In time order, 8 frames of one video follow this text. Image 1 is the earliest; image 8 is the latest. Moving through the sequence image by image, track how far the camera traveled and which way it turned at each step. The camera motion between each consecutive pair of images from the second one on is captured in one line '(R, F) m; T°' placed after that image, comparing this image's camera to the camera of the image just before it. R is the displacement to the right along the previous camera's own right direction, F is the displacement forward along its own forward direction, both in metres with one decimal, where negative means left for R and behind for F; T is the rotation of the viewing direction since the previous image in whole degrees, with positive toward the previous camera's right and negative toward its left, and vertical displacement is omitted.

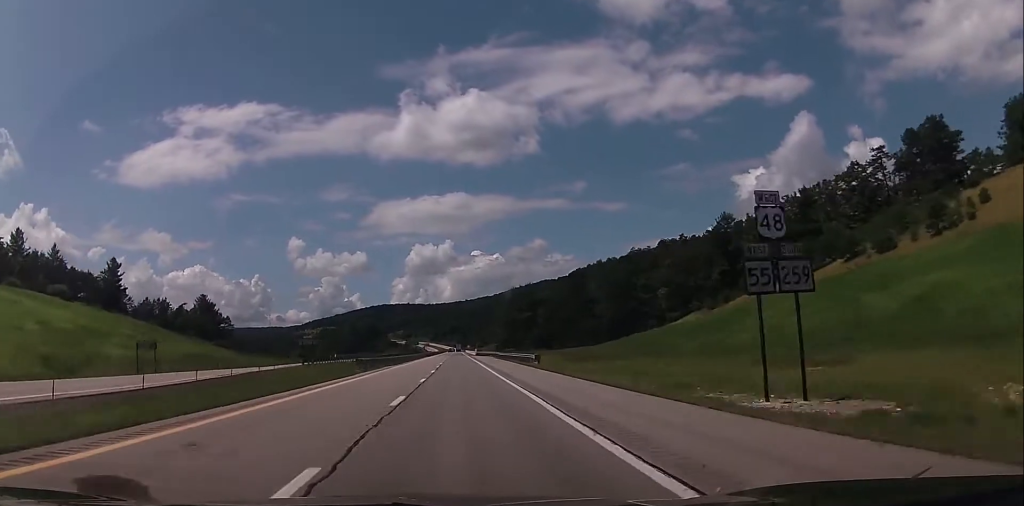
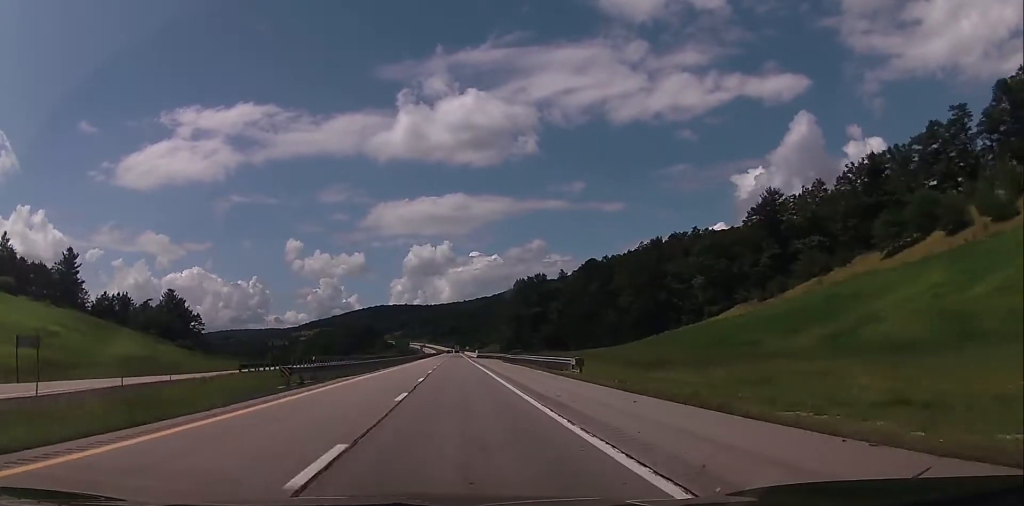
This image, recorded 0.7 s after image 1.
(0.0, +22.2) m; 0°
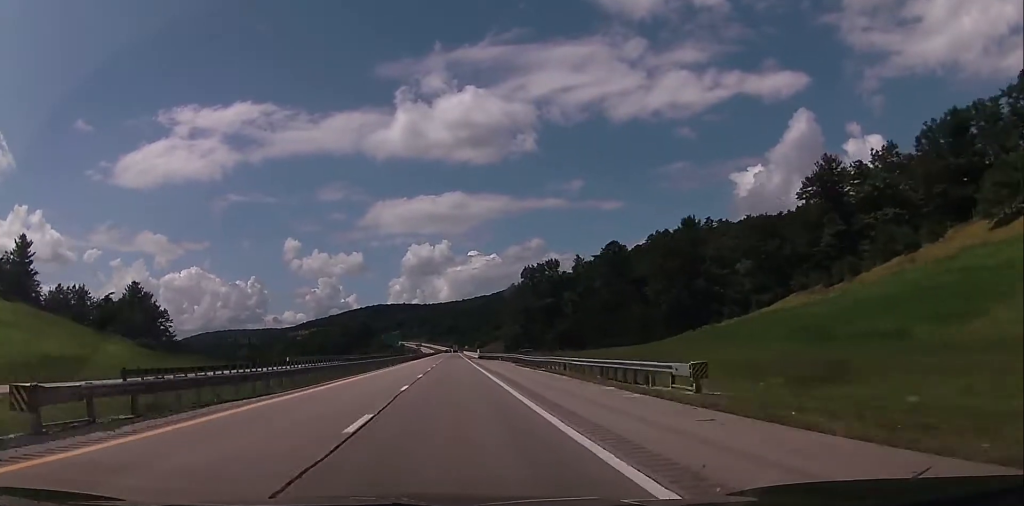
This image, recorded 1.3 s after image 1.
(0.0, +20.1) m; 0°
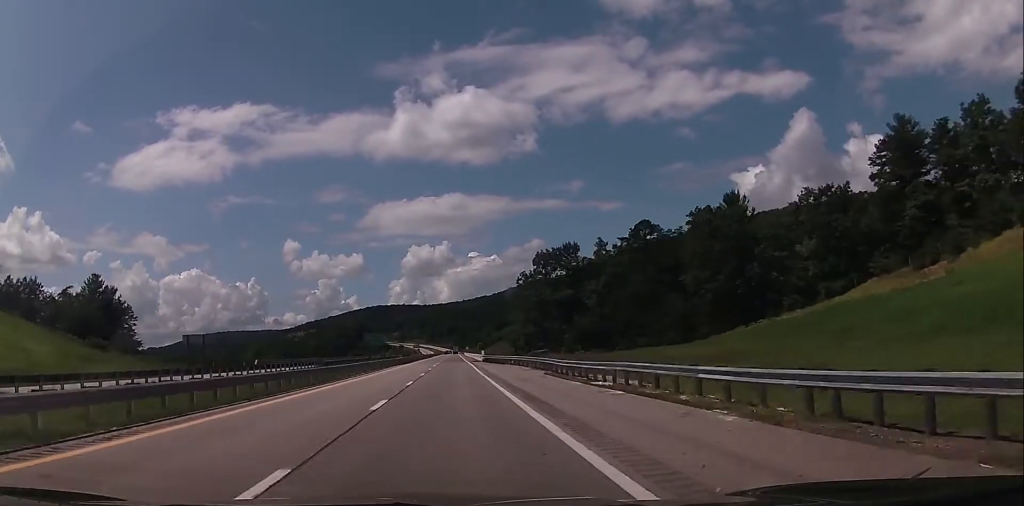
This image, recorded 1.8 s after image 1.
(+0.1, +19.0) m; 0°
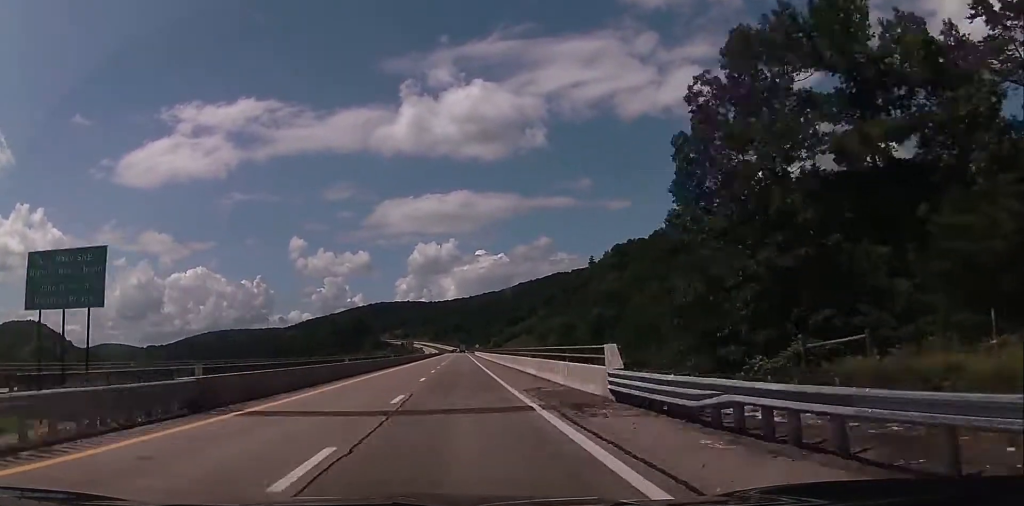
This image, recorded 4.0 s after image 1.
(-0.3, +71.2) m; 0°
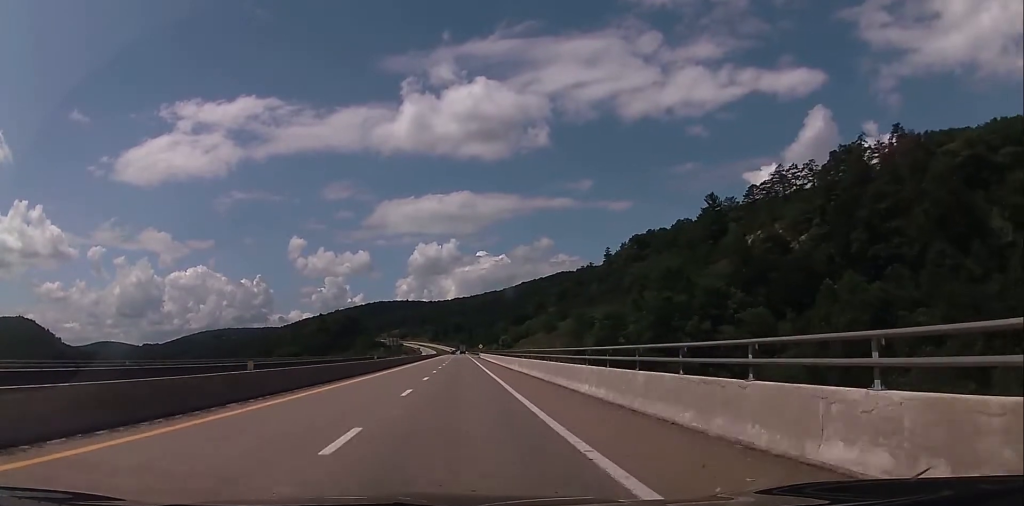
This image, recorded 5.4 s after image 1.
(0.0, +46.7) m; 0°
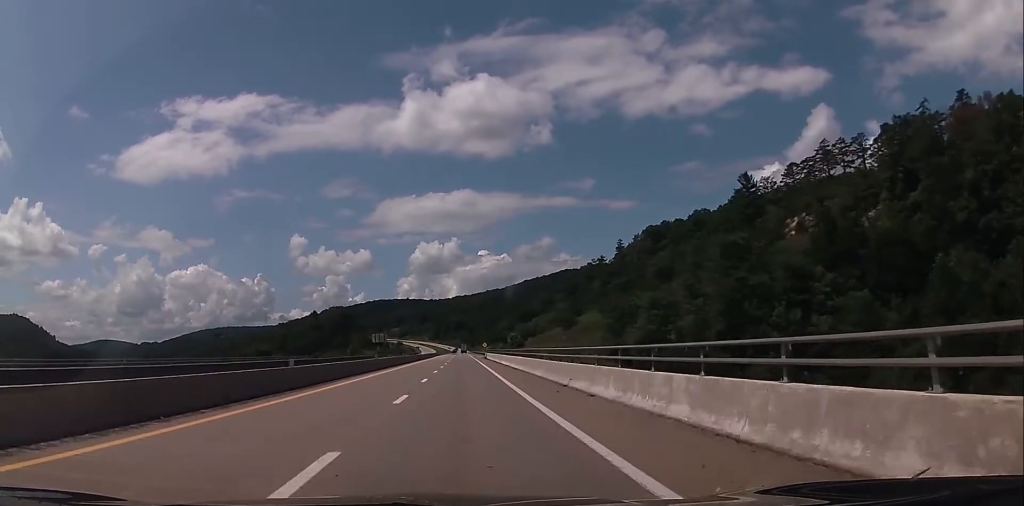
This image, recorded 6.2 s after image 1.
(0.0, +27.8) m; 0°
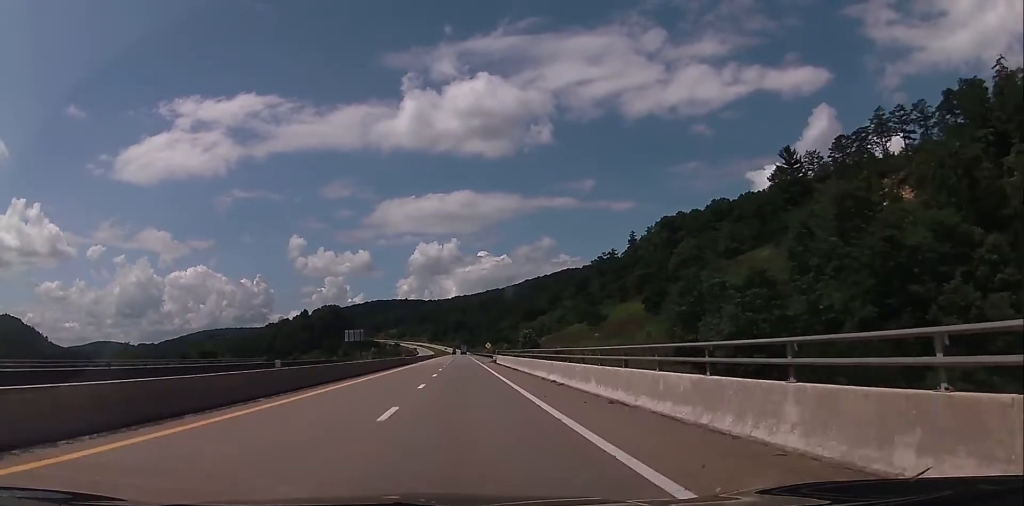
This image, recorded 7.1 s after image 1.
(0.0, +28.9) m; 0°
